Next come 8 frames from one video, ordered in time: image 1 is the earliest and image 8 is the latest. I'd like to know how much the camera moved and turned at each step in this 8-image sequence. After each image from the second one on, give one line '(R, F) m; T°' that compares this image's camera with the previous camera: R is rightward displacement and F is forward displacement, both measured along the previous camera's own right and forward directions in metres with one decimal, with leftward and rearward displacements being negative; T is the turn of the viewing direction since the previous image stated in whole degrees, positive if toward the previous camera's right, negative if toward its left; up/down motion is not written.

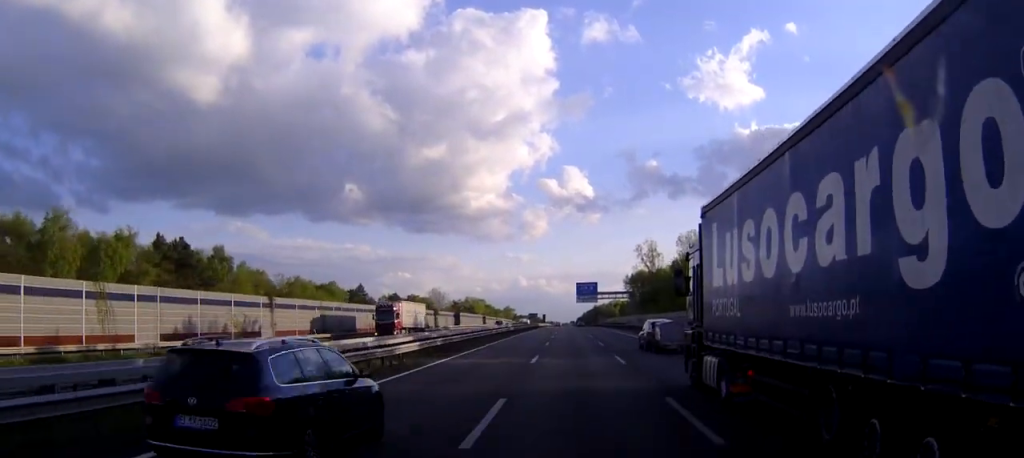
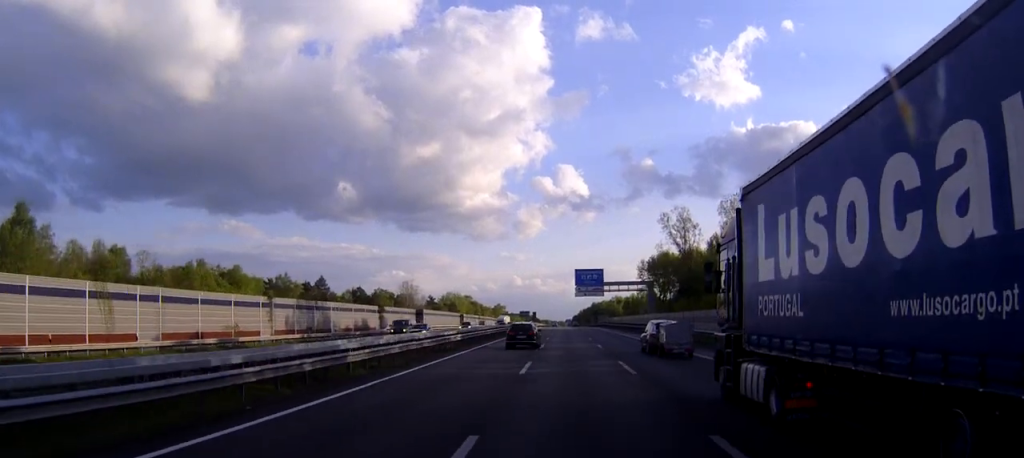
(+0.1, +41.4) m; +1°
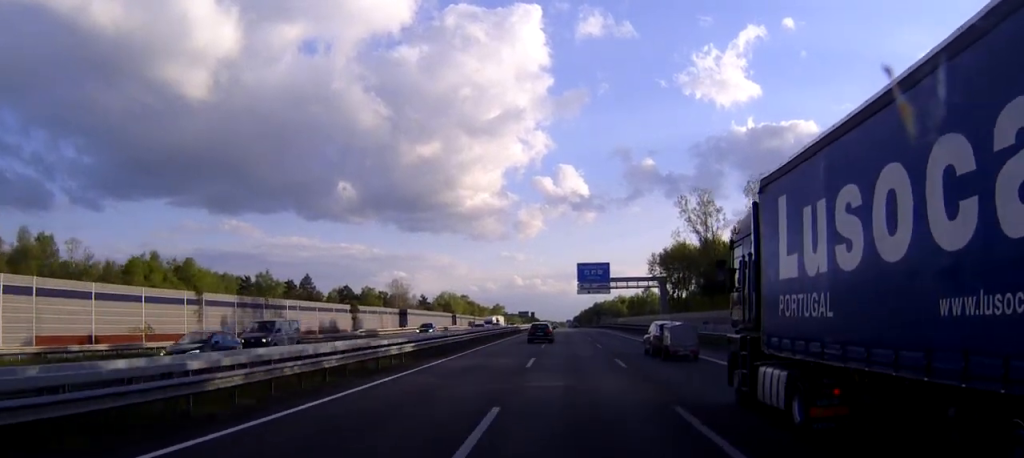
(+0.1, +14.4) m; 0°
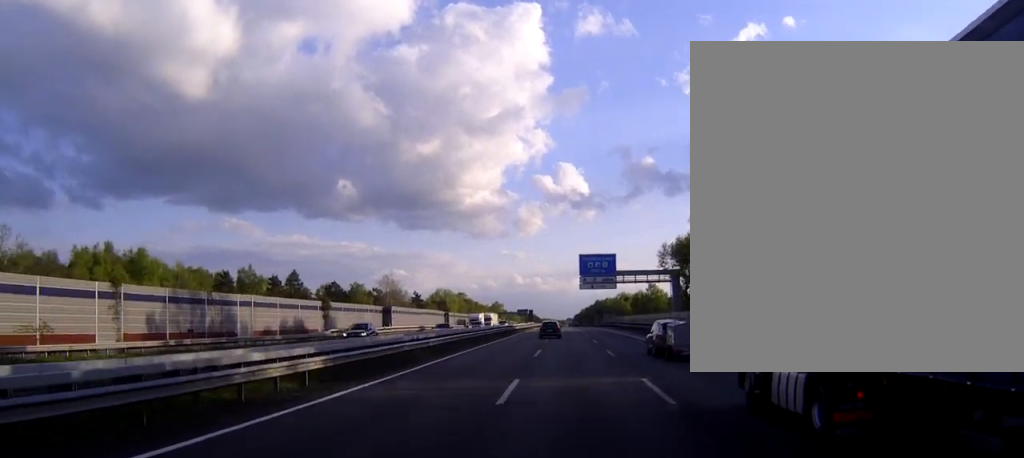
(0.0, +11.7) m; 0°
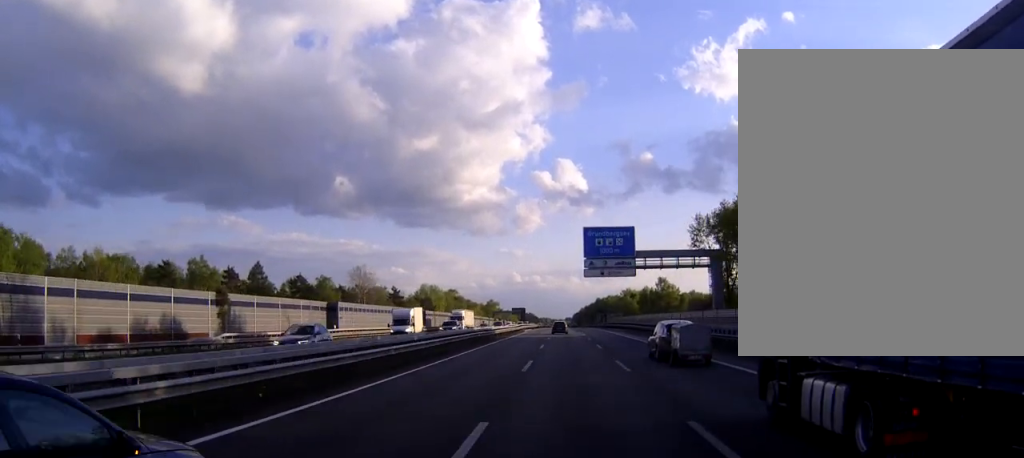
(0.0, +26.1) m; 0°
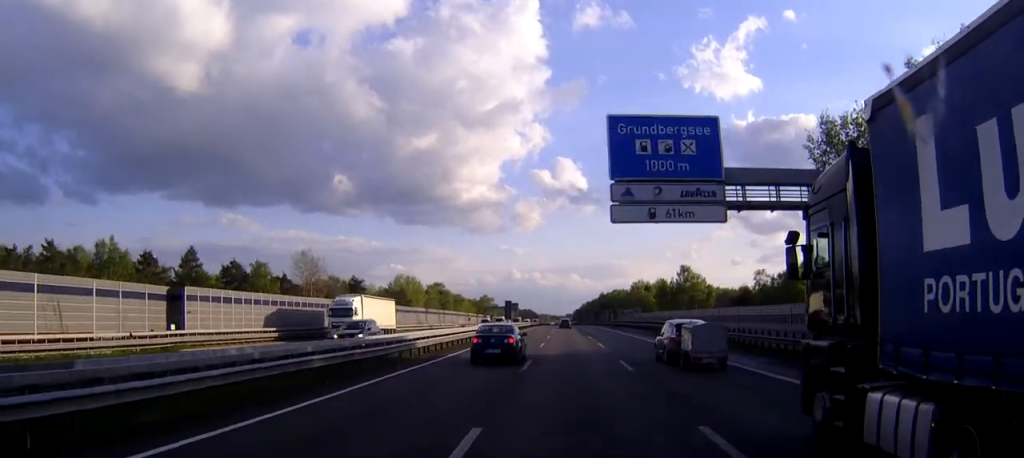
(0.0, +37.0) m; 0°
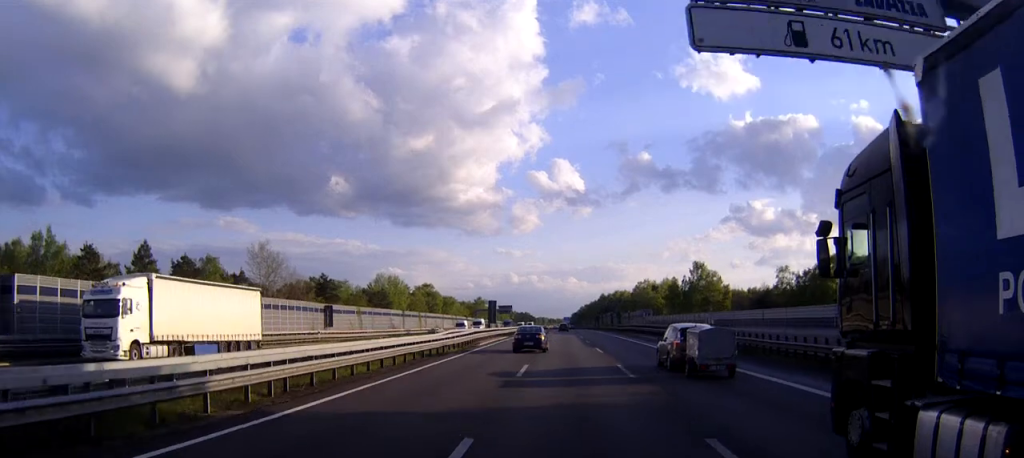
(0.0, +19.0) m; 0°
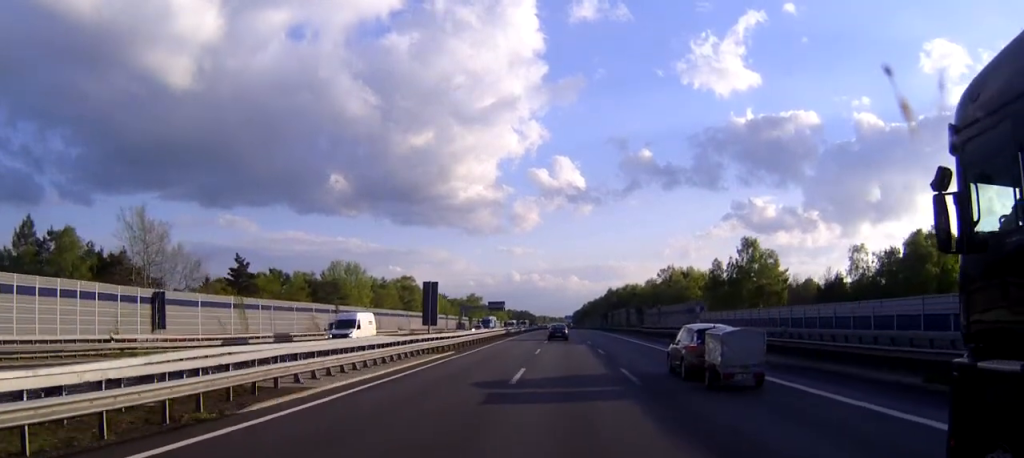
(0.0, +38.0) m; 0°
